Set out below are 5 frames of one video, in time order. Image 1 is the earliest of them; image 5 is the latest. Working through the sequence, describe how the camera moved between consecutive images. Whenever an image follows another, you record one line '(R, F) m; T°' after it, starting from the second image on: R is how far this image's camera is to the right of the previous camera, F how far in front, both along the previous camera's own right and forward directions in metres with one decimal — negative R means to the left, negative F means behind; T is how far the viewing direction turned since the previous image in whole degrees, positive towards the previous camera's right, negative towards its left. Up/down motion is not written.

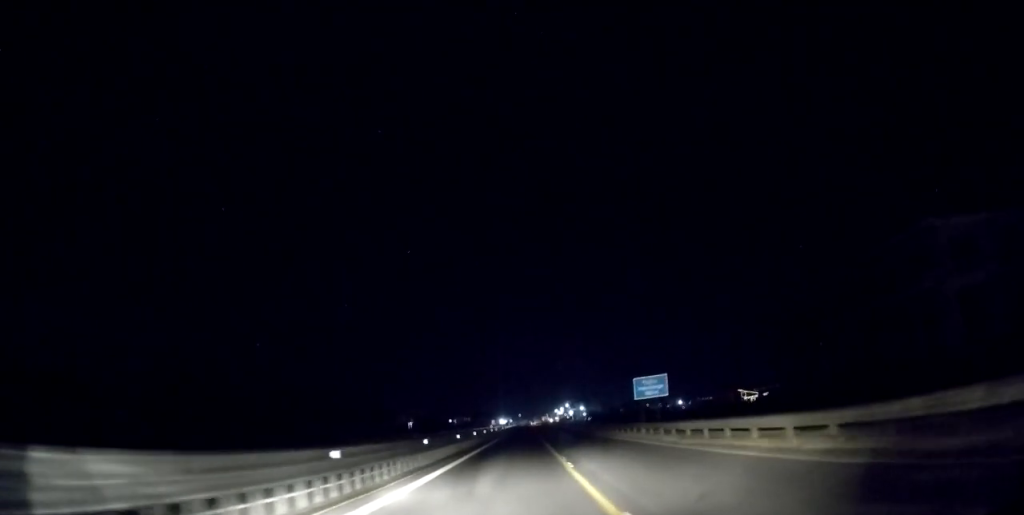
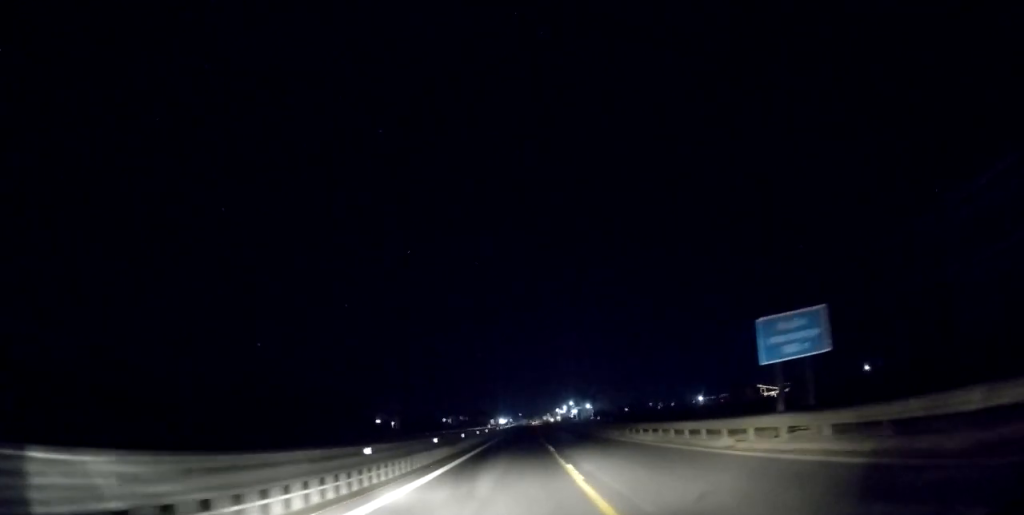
(-0.1, +15.7) m; 0°
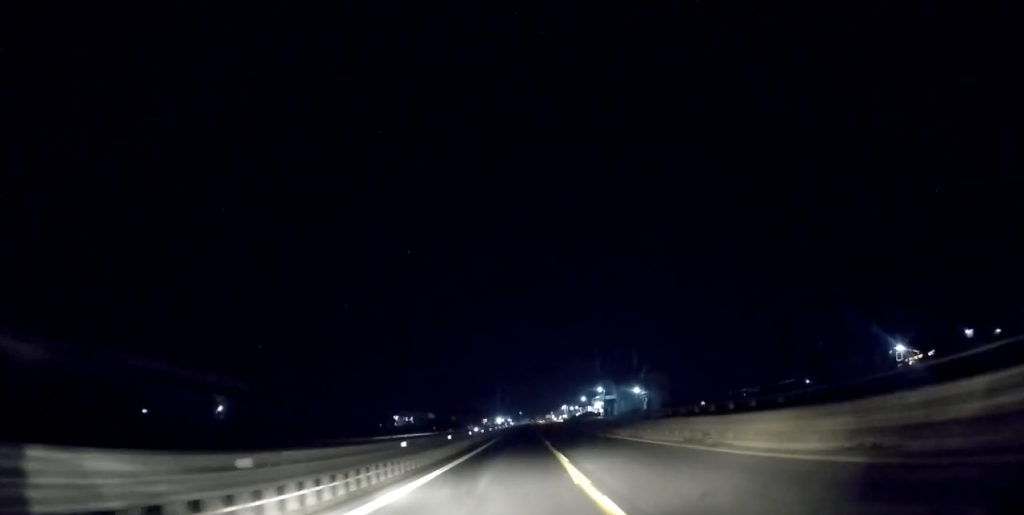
(+0.2, +68.6) m; 0°
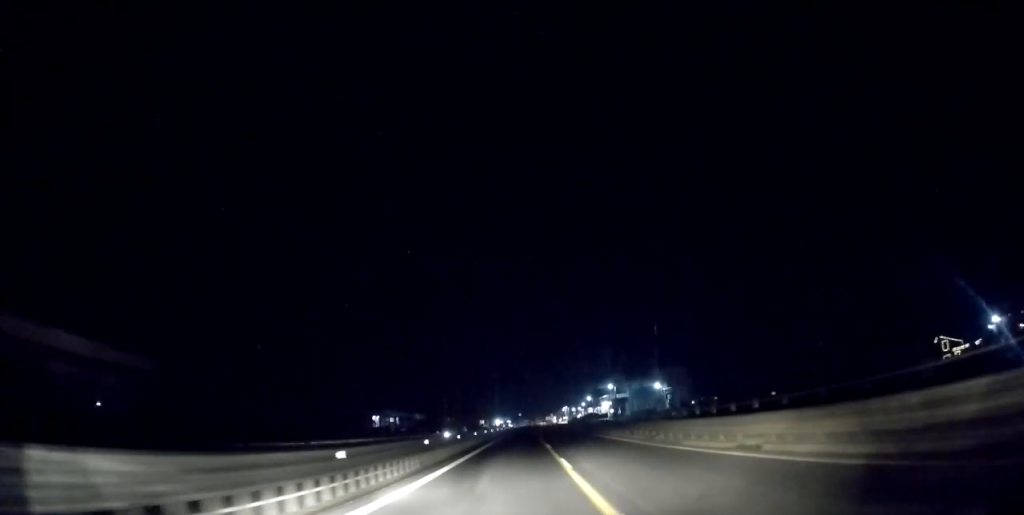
(+0.3, +14.2) m; 0°
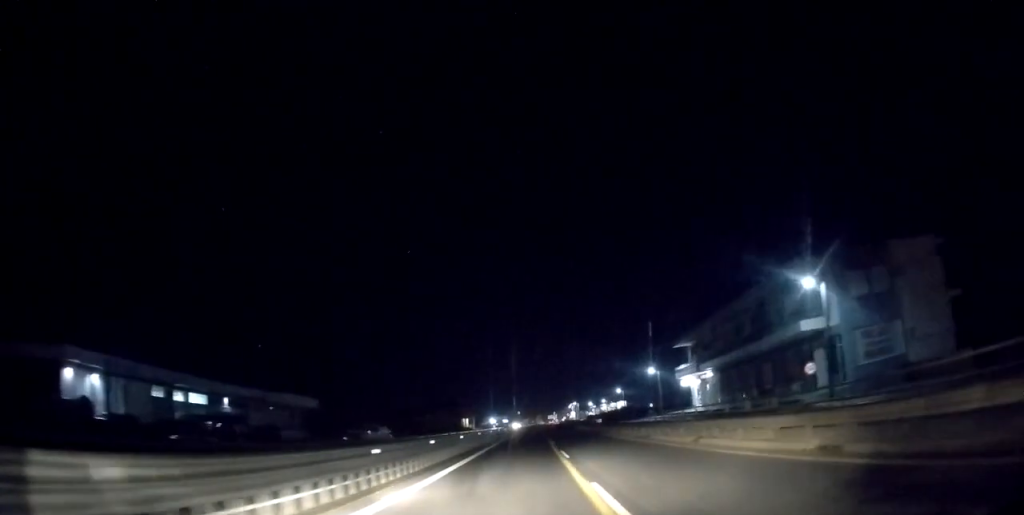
(-0.4, +68.6) m; -1°
